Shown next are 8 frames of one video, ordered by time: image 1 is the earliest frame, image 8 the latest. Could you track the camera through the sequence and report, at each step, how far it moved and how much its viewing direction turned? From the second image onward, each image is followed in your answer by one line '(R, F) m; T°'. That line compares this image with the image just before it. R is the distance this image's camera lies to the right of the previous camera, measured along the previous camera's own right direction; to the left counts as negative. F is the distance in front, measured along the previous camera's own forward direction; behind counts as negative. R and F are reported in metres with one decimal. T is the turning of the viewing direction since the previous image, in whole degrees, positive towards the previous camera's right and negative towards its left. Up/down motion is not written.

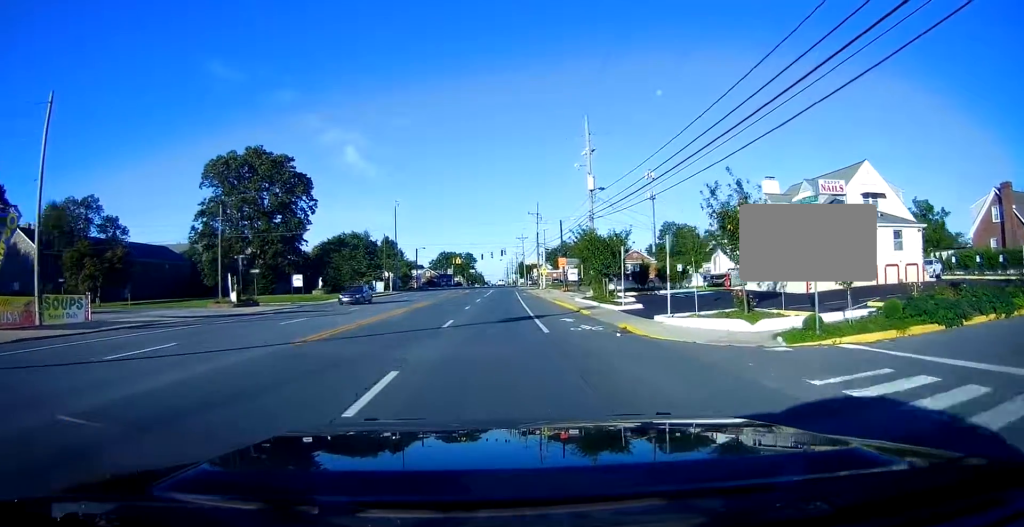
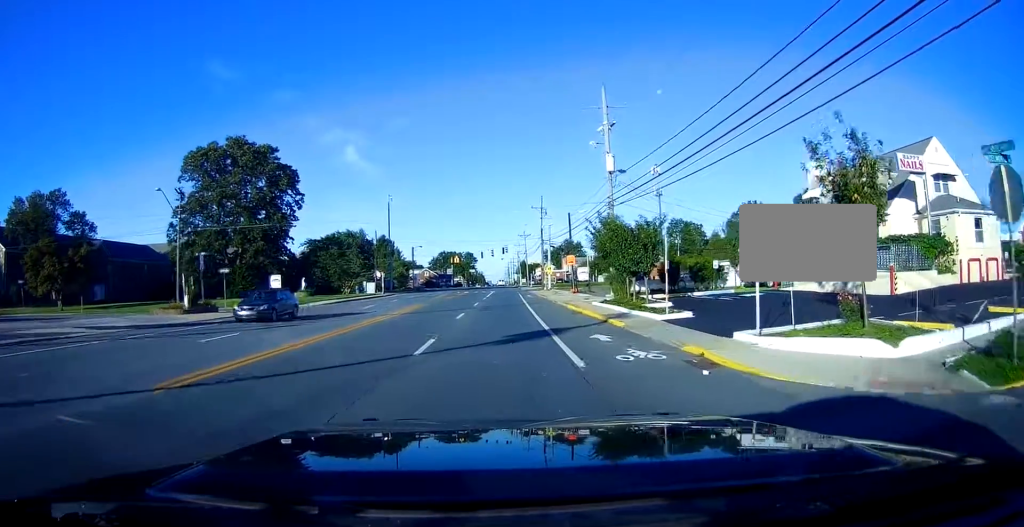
(-0.2, +6.8) m; -1°
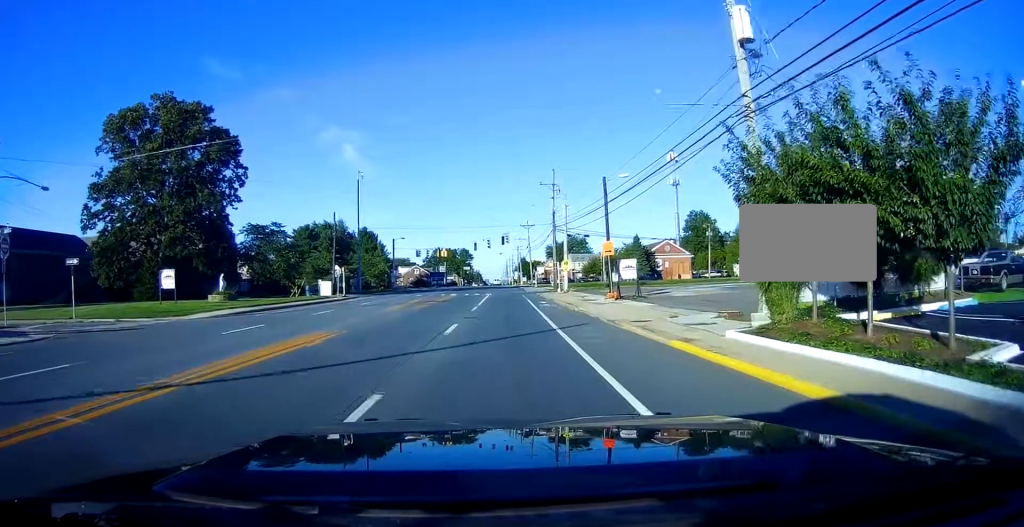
(-0.3, +20.0) m; 0°
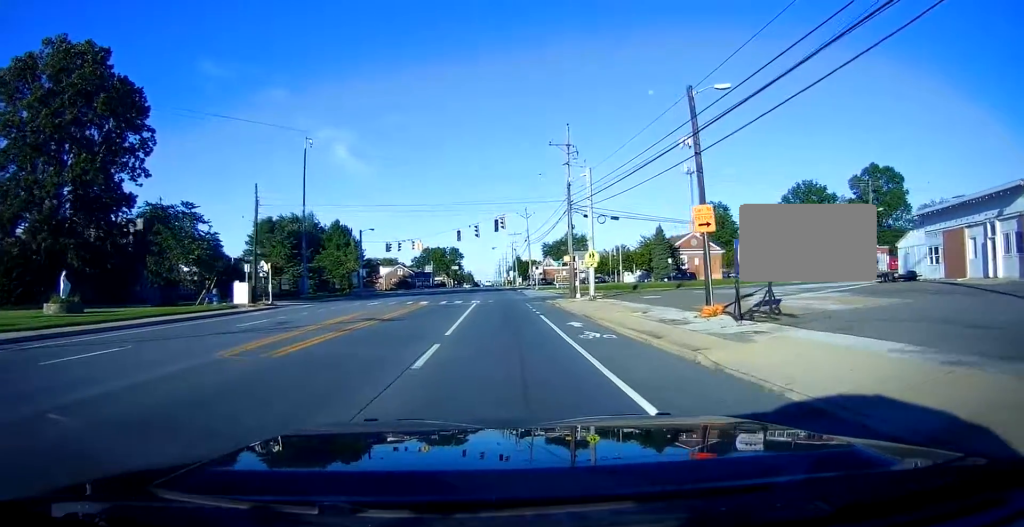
(+0.9, +18.5) m; +5°
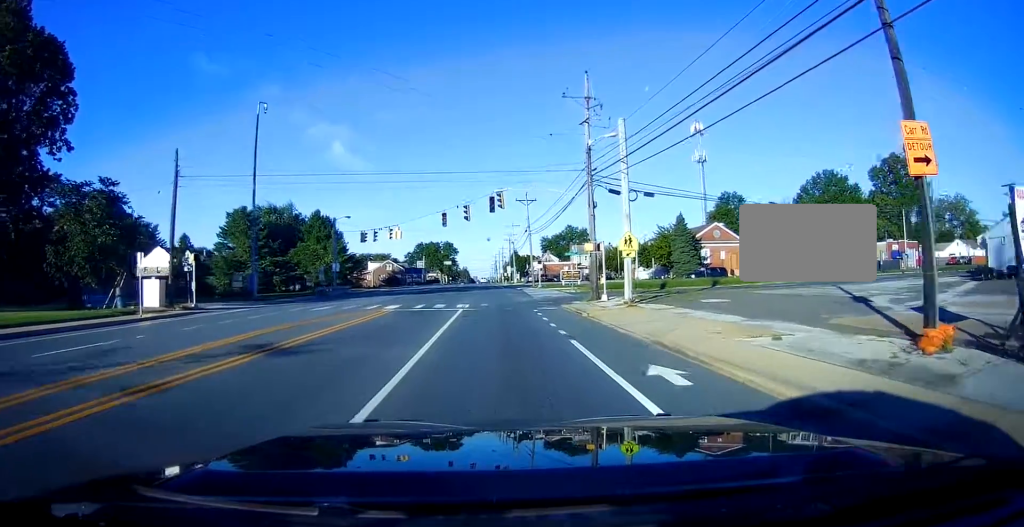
(-0.1, +11.5) m; -3°
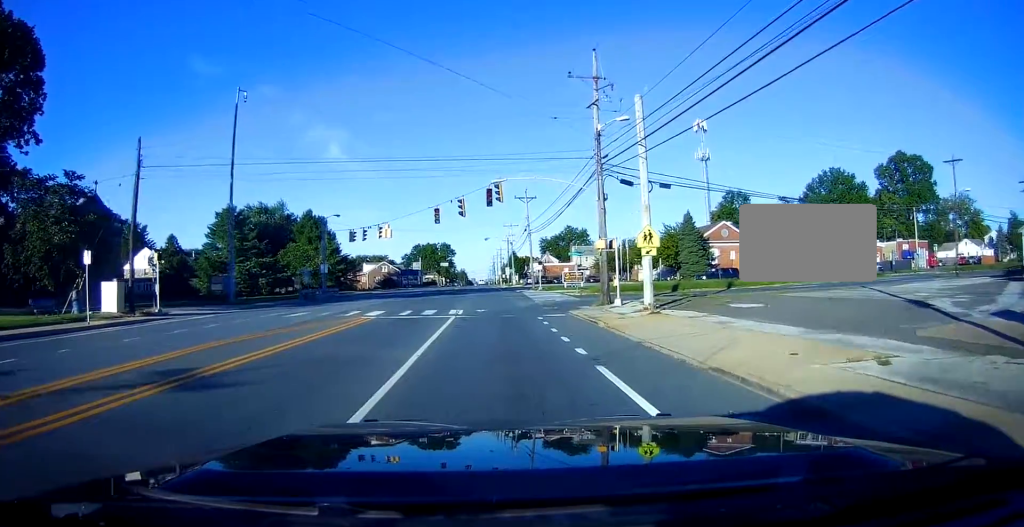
(-0.2, +4.1) m; -1°
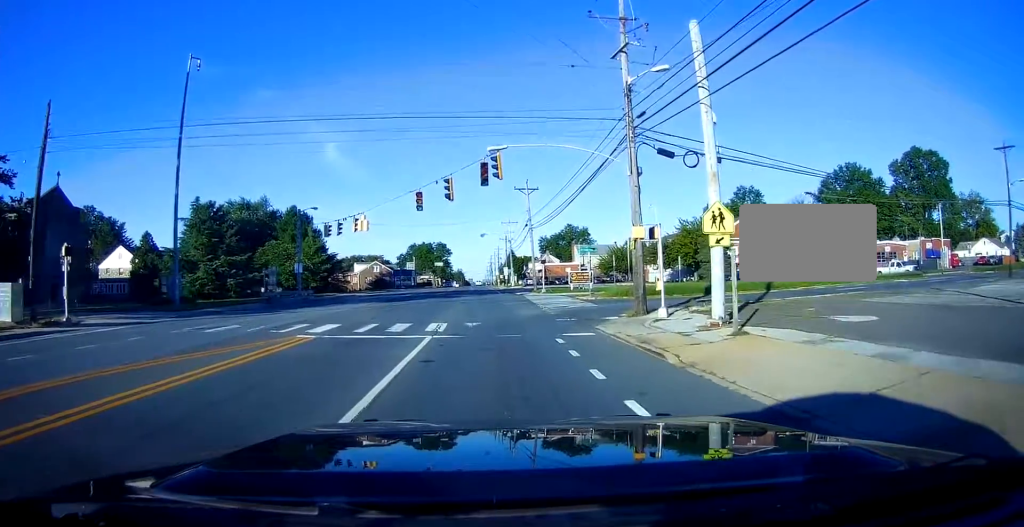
(-0.2, +8.4) m; 0°
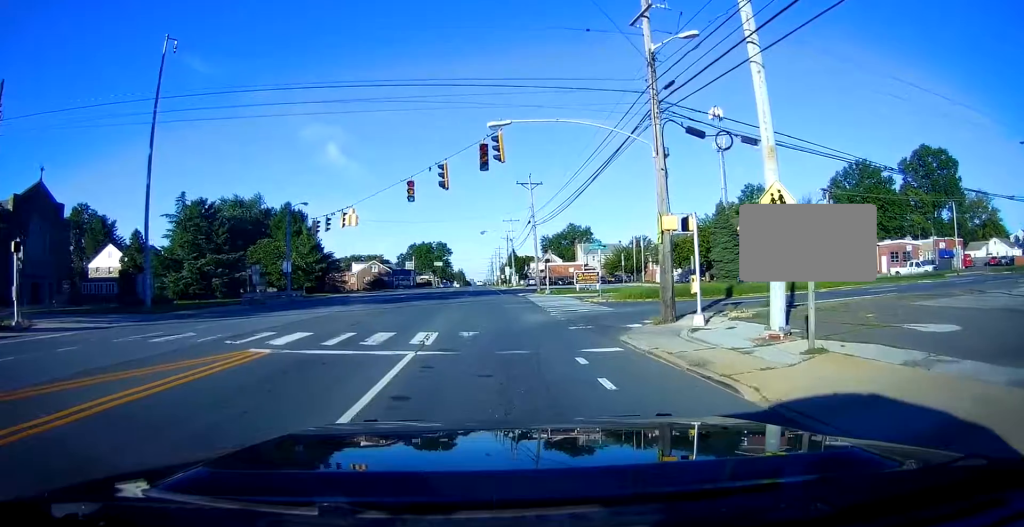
(0.0, +3.8) m; +1°
